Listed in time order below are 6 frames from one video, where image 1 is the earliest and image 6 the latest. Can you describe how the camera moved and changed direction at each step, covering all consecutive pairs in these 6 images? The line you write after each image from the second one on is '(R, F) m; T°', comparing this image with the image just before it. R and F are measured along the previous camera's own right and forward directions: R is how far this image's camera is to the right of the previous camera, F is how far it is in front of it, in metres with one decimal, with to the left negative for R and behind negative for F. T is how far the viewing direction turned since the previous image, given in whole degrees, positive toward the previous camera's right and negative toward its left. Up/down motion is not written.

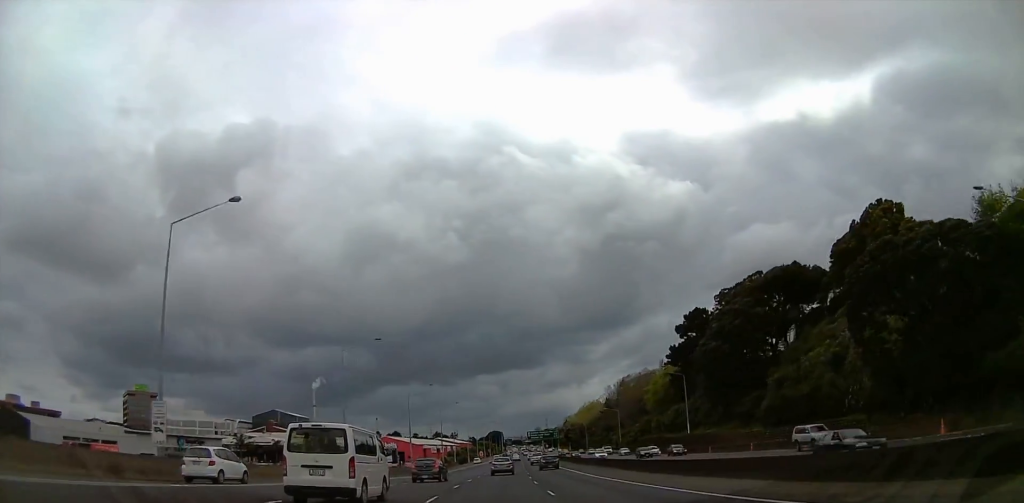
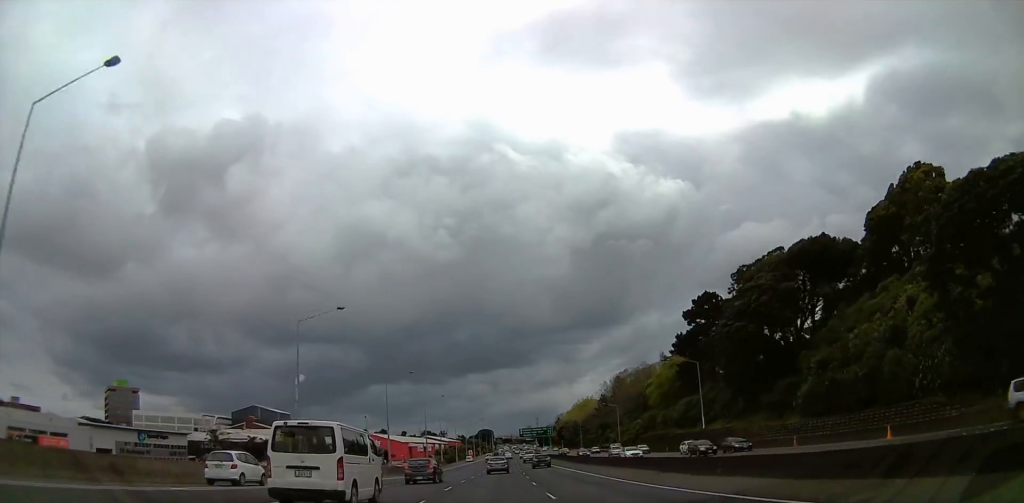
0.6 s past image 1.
(0.0, +11.9) m; 0°
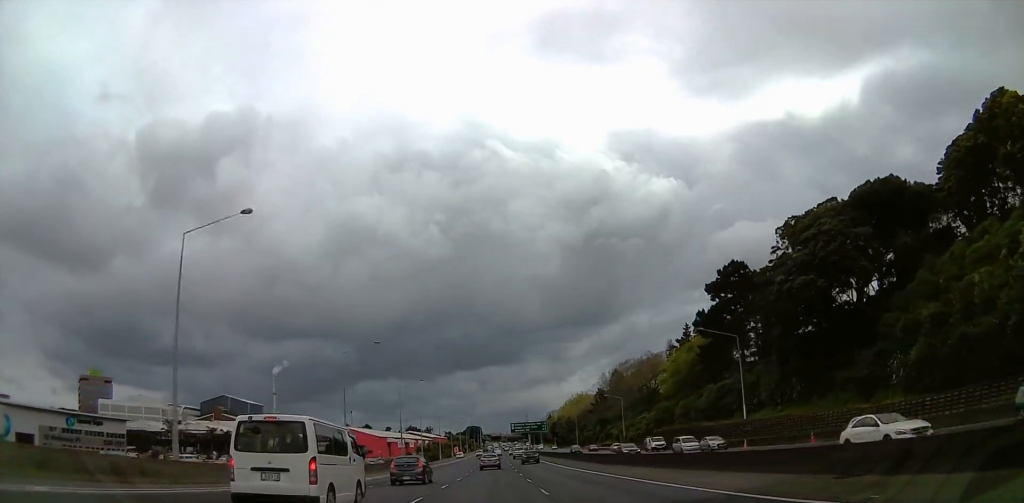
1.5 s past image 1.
(+0.2, +19.6) m; +2°
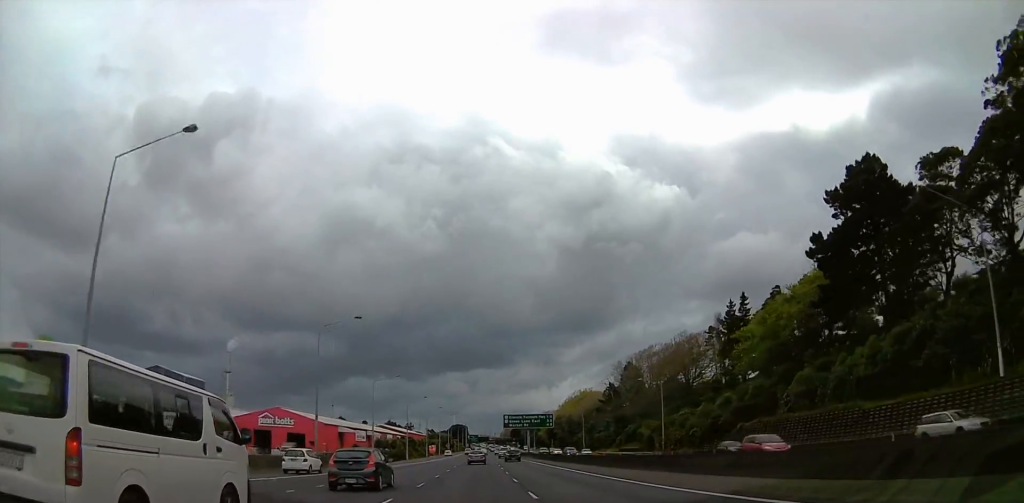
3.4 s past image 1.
(+1.3, +43.1) m; 0°
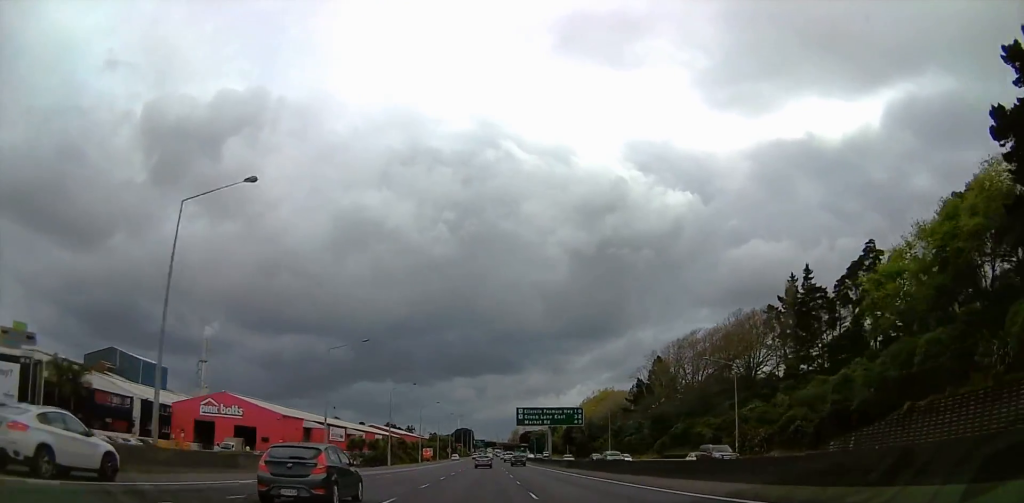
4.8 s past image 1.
(-0.9, +29.9) m; -1°
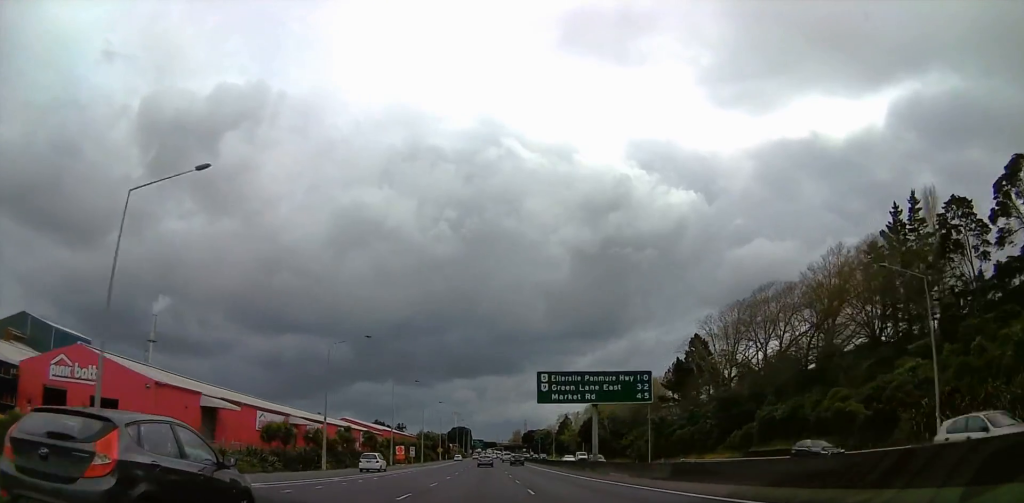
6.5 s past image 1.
(+0.6, +36.5) m; +2°
